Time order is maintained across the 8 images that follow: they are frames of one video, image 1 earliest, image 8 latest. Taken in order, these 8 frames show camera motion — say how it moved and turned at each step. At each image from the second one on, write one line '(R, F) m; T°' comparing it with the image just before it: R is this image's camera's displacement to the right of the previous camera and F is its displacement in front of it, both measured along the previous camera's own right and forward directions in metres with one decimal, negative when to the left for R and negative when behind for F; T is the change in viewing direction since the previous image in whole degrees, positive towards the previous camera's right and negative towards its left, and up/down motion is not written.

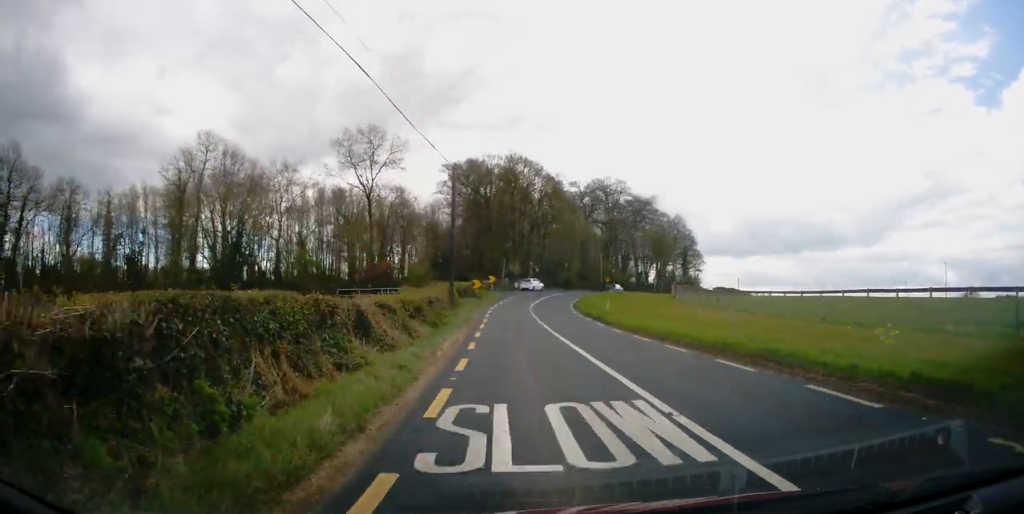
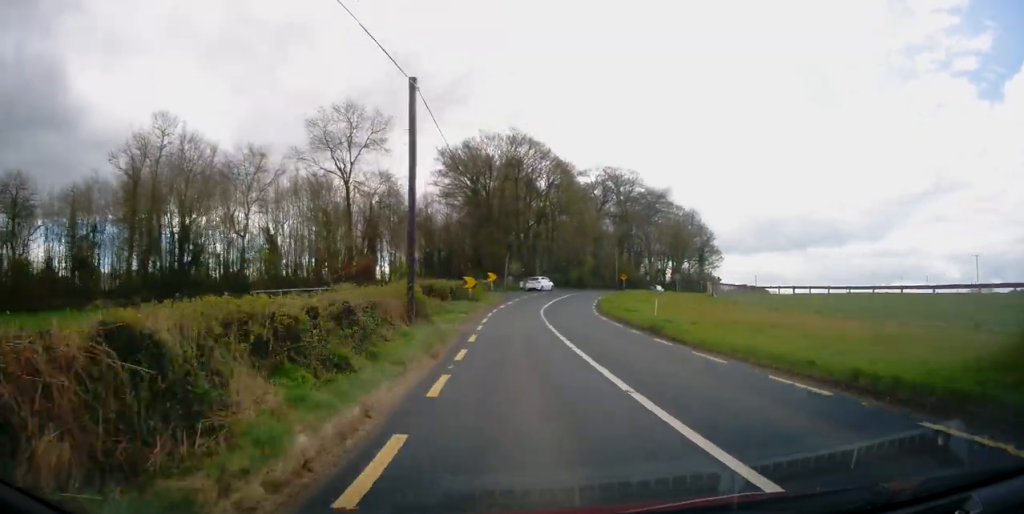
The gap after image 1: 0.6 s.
(+0.1, +11.2) m; 0°
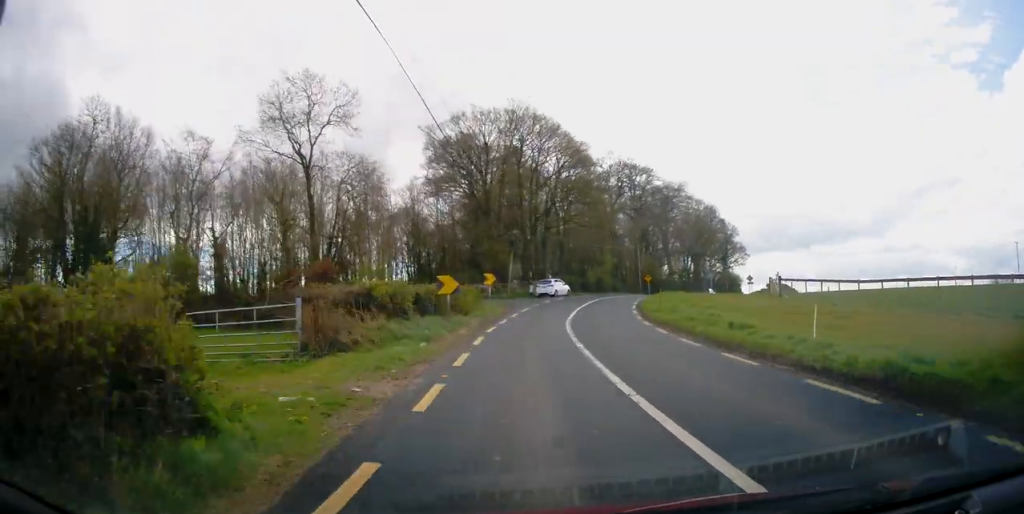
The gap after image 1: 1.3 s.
(-0.2, +13.4) m; 0°
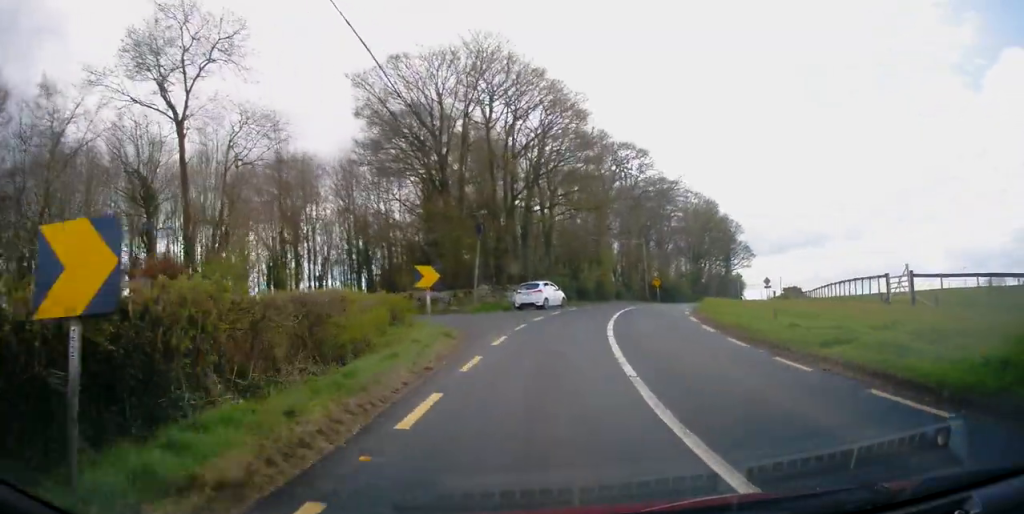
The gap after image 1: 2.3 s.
(+0.1, +17.8) m; +2°
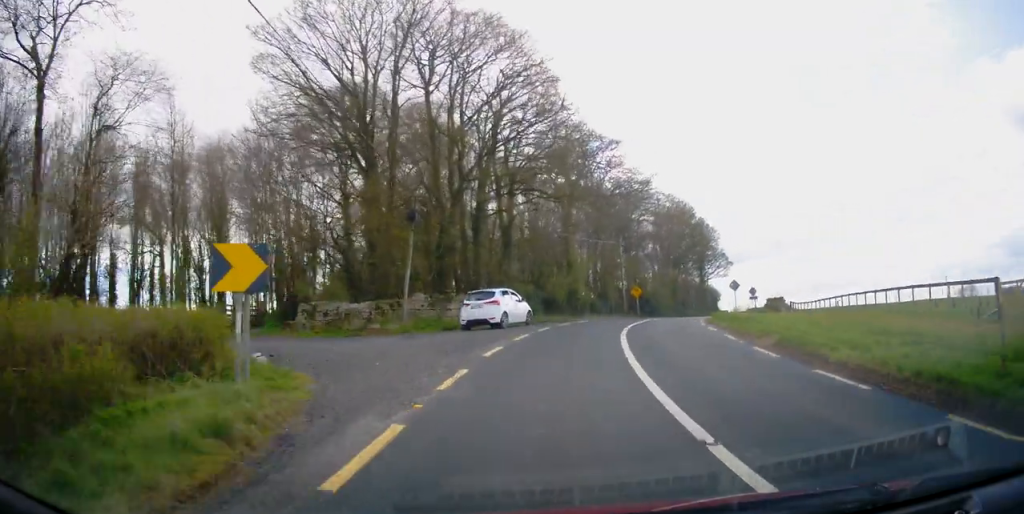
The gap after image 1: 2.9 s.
(+0.2, +10.0) m; +3°
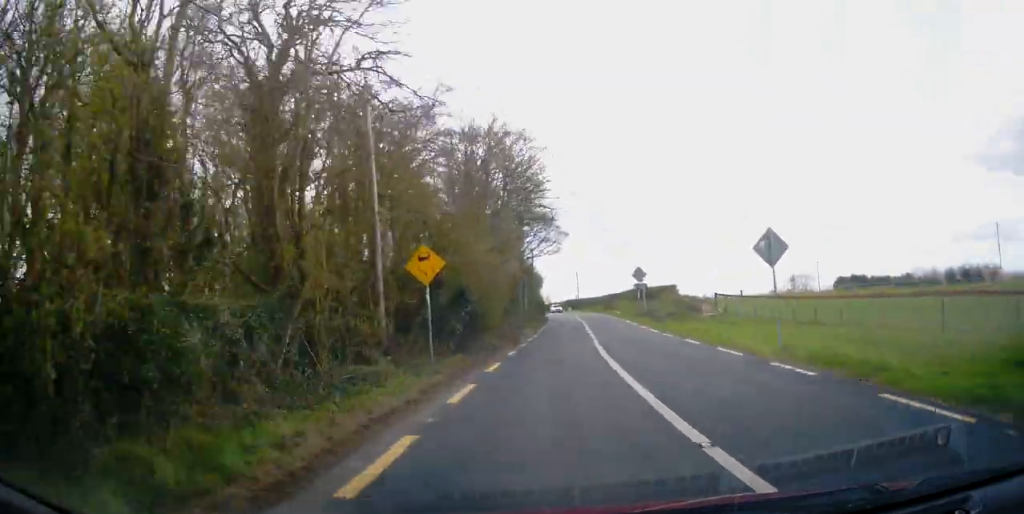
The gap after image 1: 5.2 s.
(+5.0, +36.3) m; +16°
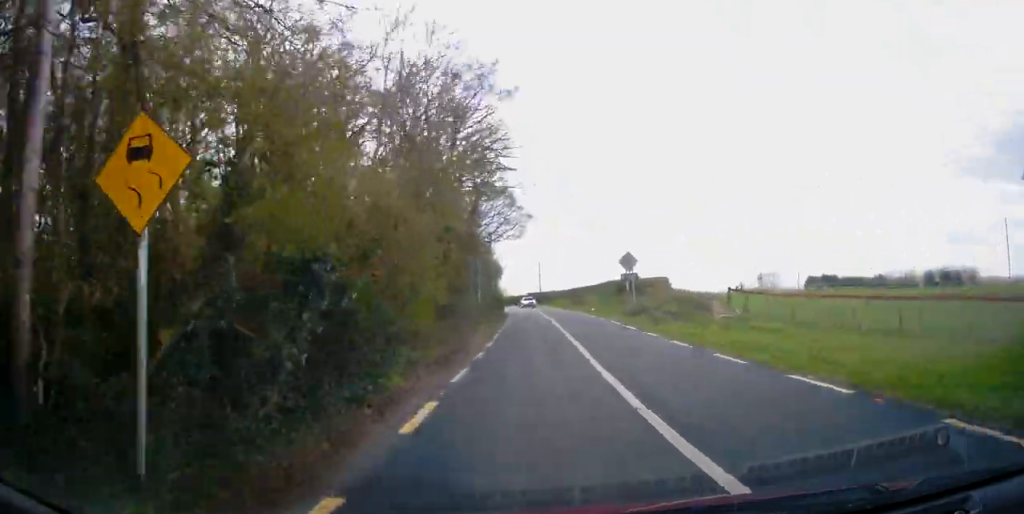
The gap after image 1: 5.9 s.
(+0.4, +10.0) m; +4°
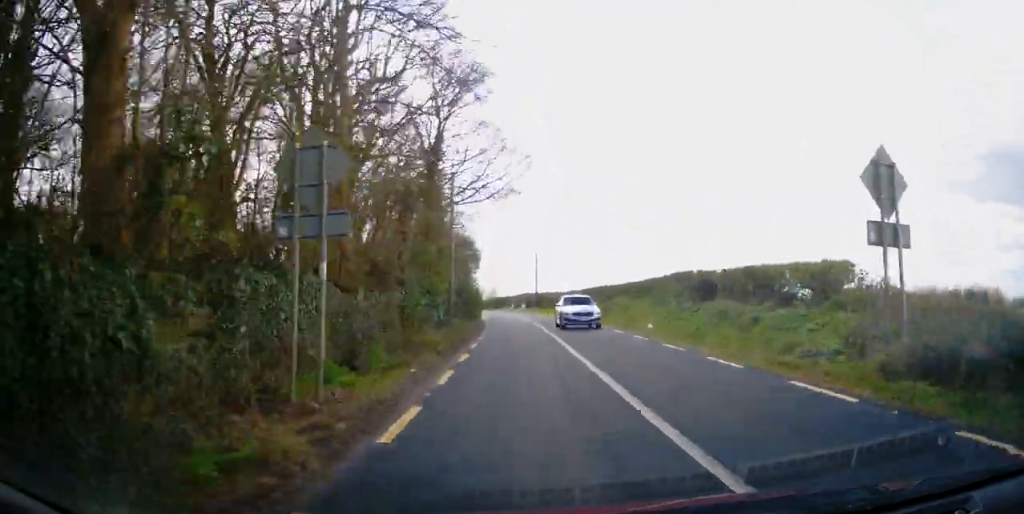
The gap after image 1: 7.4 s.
(+1.8, +24.7) m; +6°
